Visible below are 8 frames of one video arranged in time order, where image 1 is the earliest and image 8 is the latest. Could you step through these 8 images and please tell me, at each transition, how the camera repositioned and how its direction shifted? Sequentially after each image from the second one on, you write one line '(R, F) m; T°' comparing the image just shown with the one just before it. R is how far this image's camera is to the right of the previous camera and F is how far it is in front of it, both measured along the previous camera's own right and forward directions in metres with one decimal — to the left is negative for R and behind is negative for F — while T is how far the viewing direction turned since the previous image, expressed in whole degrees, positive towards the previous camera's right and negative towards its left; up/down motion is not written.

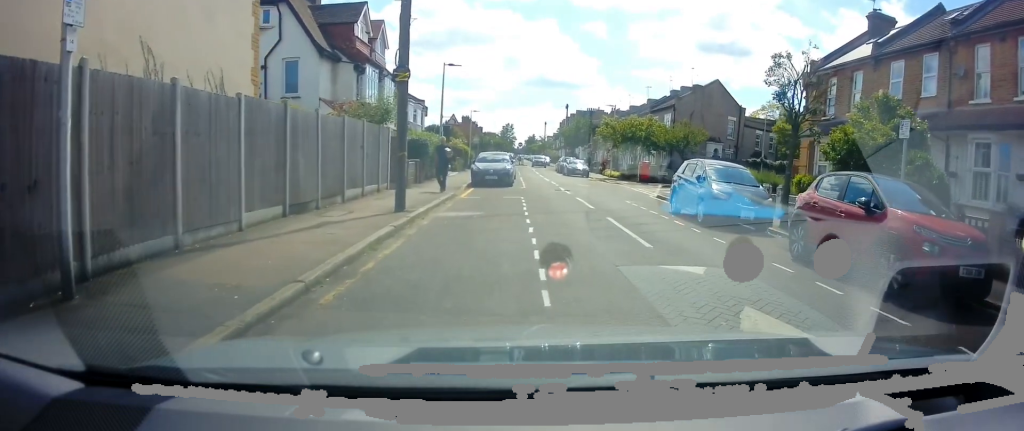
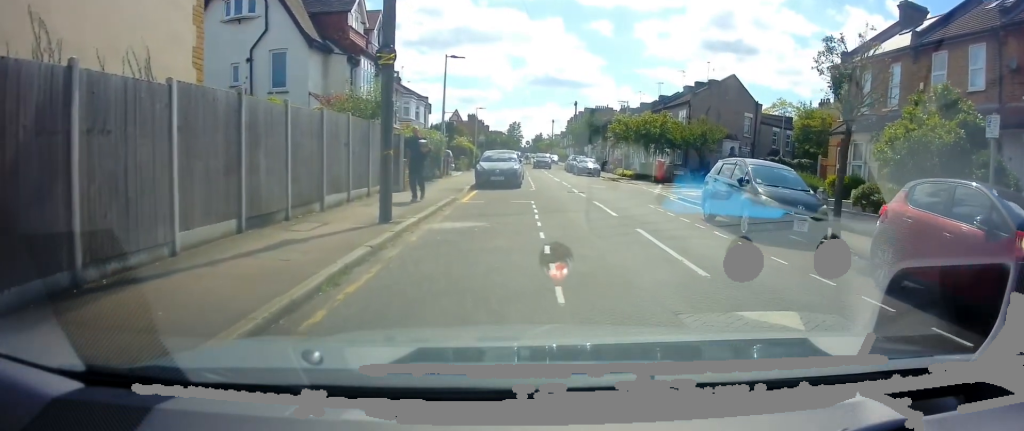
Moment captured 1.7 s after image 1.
(-0.3, +2.3) m; +1°
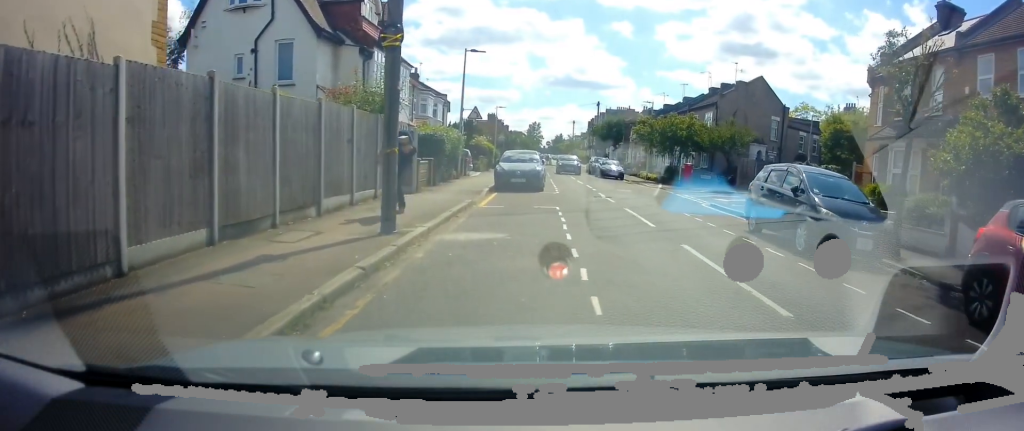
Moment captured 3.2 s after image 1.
(-0.3, +1.9) m; 0°
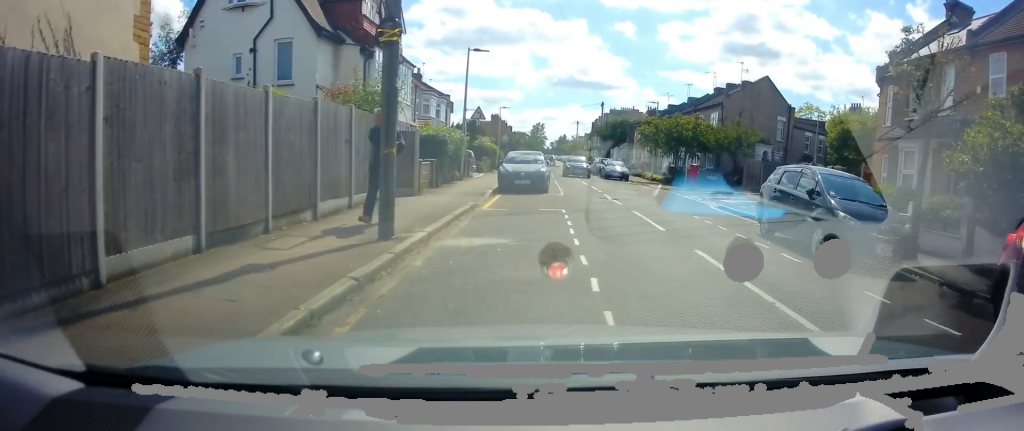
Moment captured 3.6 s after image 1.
(-0.1, +0.6) m; 0°
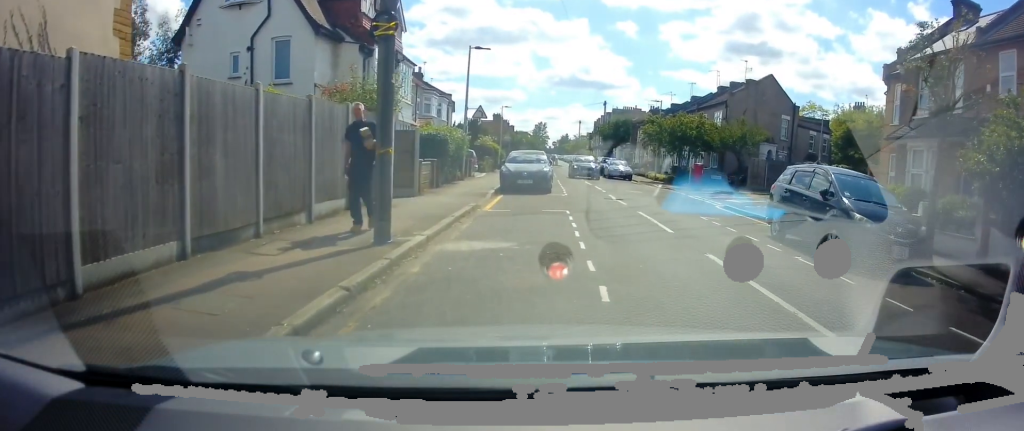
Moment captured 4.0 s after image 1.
(-0.1, +0.5) m; 0°
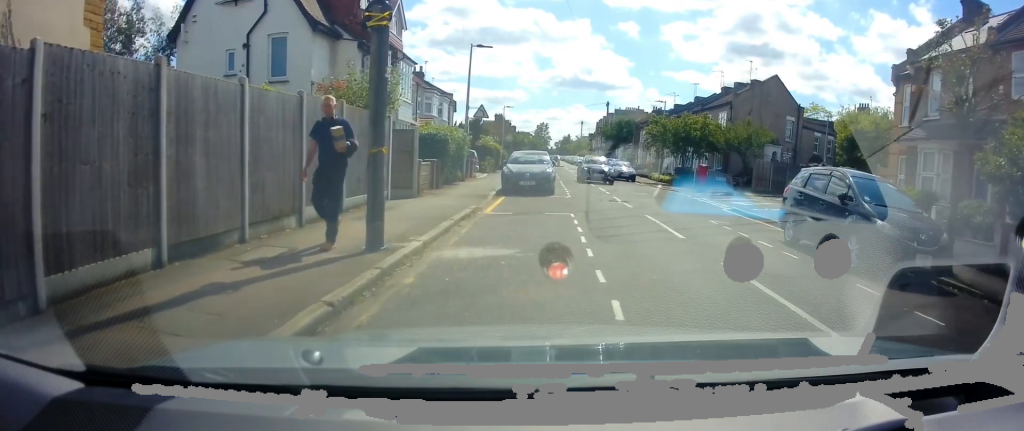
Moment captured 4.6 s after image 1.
(-0.1, +0.6) m; 0°
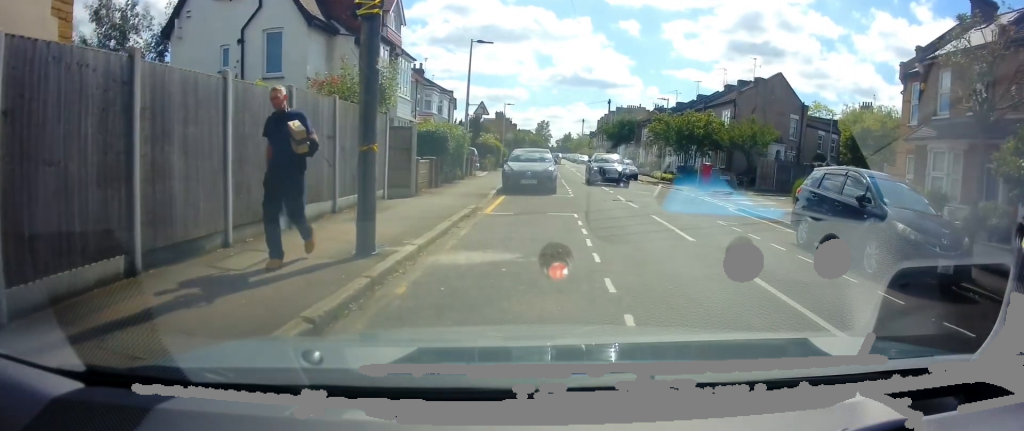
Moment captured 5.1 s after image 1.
(-0.1, +0.6) m; 0°
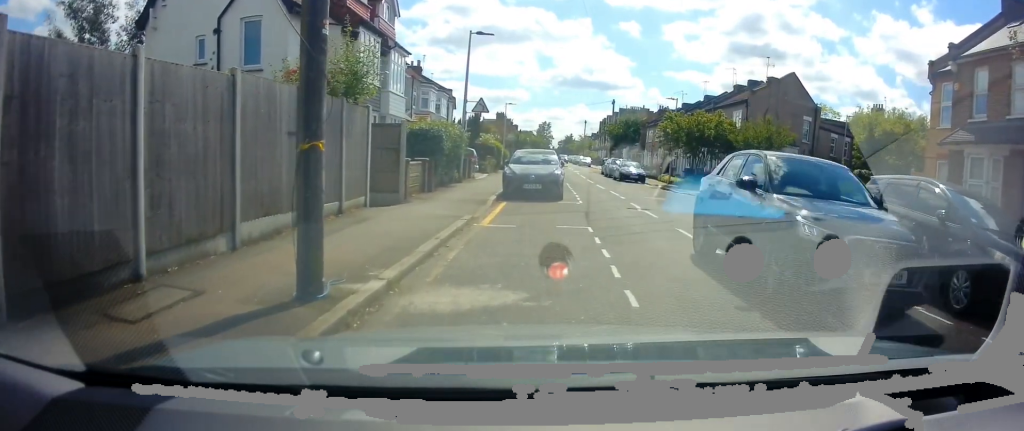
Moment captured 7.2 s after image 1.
(-0.3, +1.9) m; 0°
